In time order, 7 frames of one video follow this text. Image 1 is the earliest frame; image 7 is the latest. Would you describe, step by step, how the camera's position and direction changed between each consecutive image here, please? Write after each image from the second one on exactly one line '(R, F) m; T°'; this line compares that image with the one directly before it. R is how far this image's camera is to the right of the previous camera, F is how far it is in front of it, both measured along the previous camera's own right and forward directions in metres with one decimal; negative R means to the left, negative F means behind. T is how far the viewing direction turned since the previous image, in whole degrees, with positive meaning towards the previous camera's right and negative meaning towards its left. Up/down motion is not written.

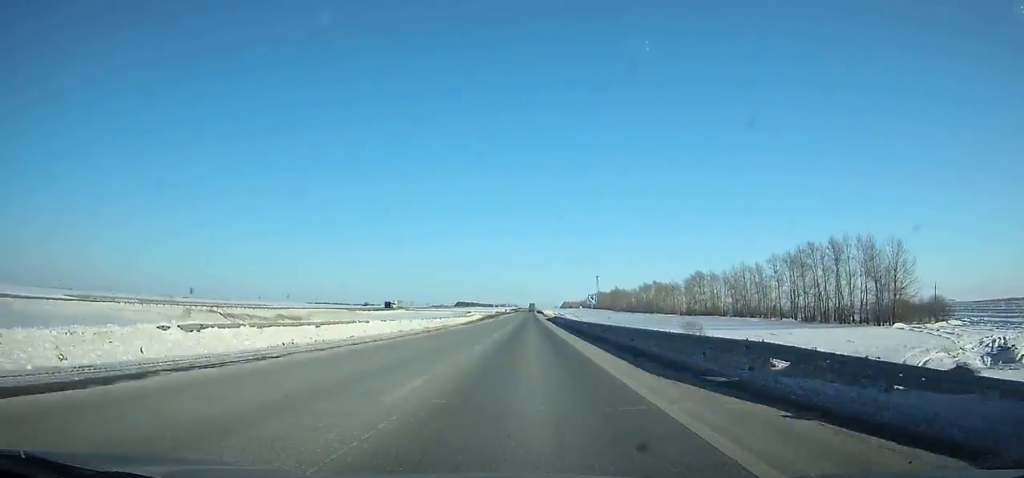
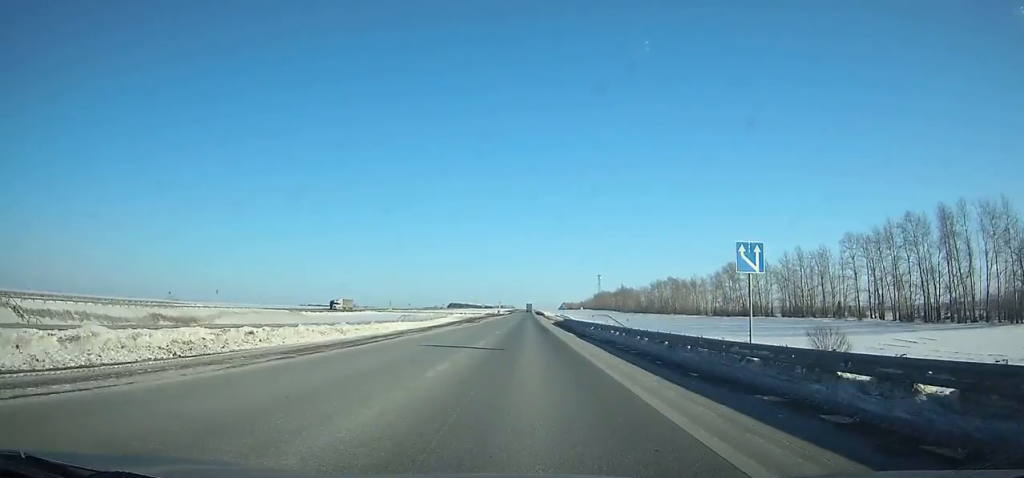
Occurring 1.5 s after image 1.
(0.0, +44.1) m; 0°
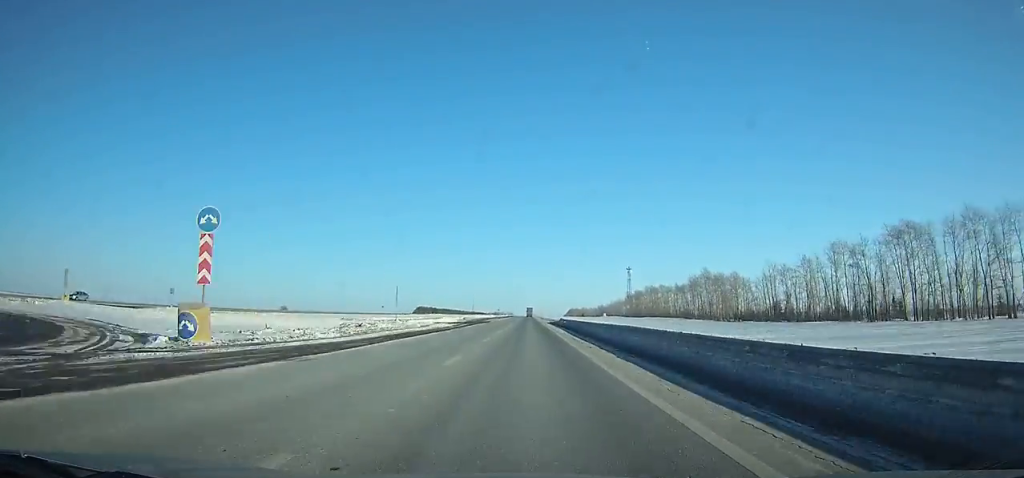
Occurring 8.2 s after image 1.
(0.0, +198.7) m; 0°
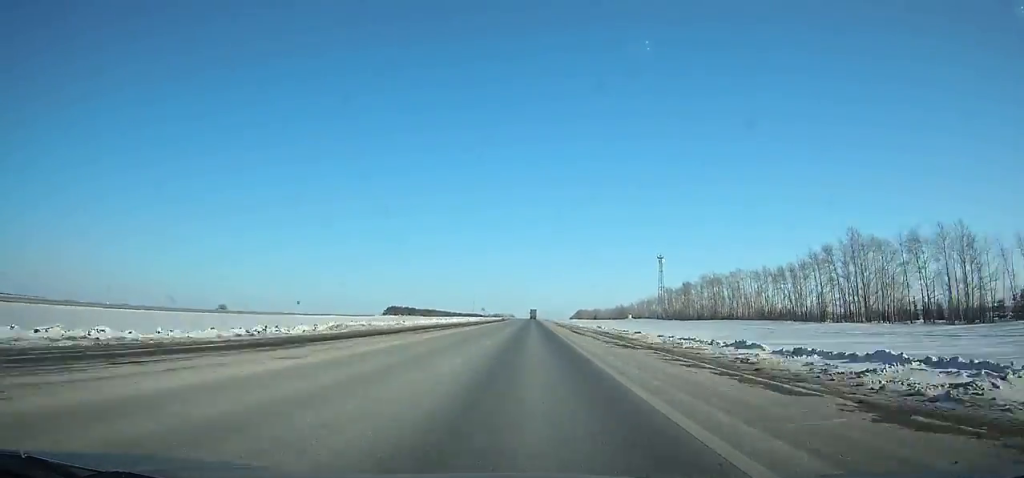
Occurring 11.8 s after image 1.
(+0.1, +107.5) m; 0°
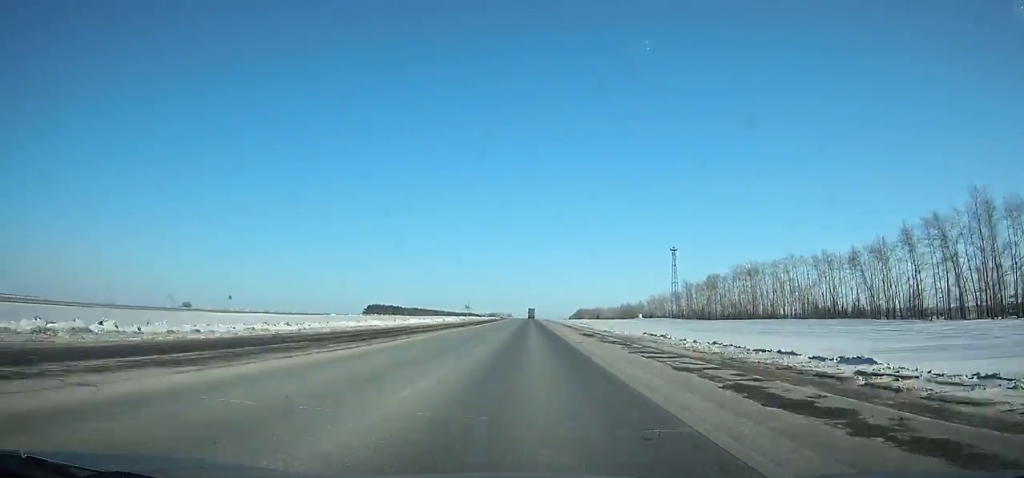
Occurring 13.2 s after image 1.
(0.0, +41.9) m; 0°
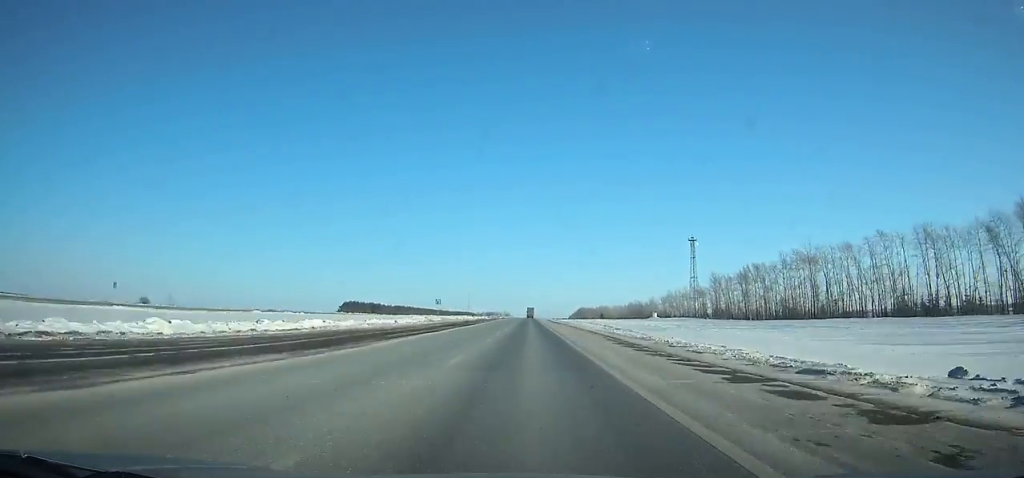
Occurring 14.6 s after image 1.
(0.0, +41.9) m; 0°
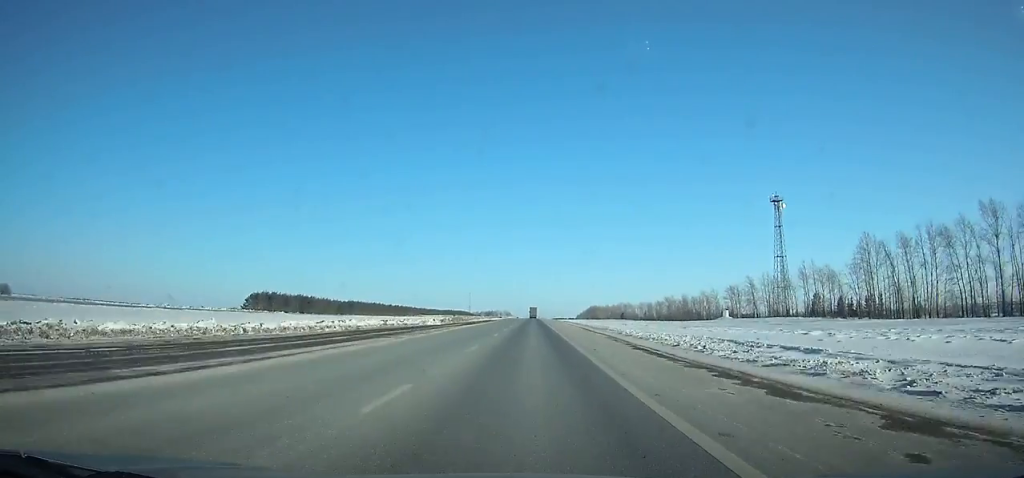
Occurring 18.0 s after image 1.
(-0.1, +102.0) m; 0°
